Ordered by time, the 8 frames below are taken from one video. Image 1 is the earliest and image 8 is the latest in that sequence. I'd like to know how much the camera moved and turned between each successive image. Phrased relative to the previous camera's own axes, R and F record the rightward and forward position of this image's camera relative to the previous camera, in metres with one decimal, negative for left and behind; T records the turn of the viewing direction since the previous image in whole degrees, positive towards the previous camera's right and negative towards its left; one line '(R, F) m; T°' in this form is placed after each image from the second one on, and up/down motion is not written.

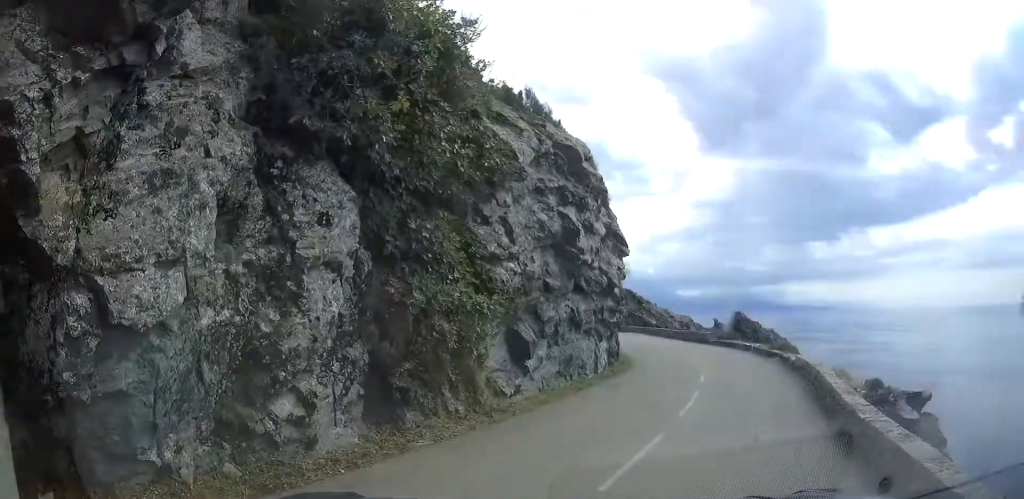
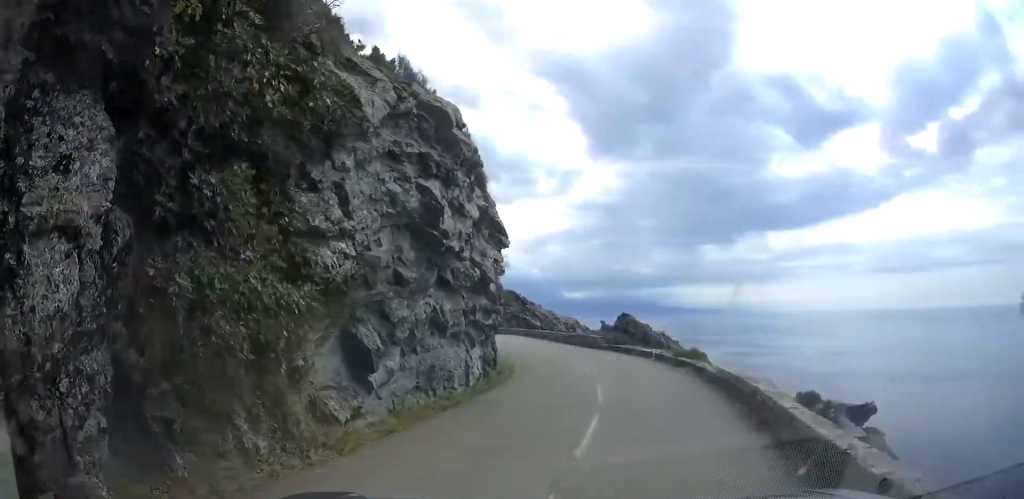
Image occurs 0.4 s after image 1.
(+0.6, +3.2) m; +7°
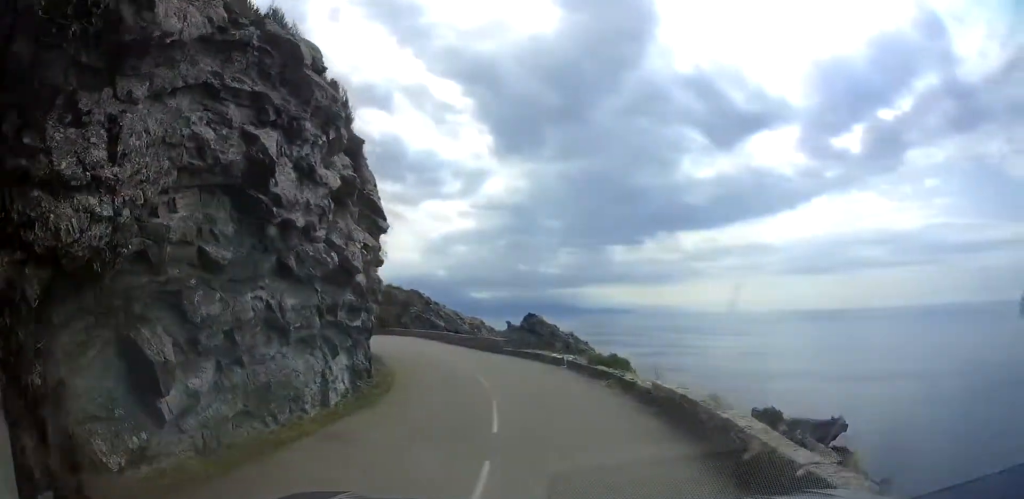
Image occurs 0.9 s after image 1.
(+0.3, +3.7) m; +8°
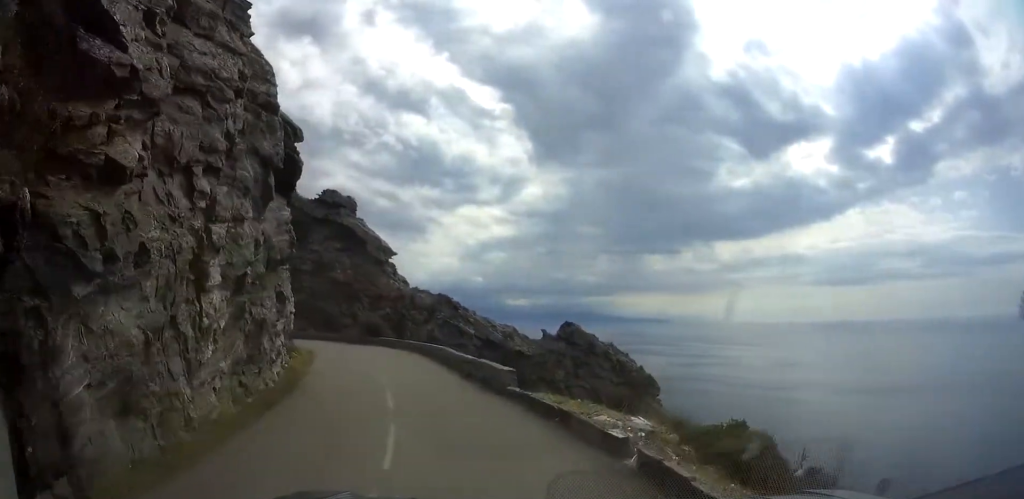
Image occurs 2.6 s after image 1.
(+0.7, +11.5) m; +2°
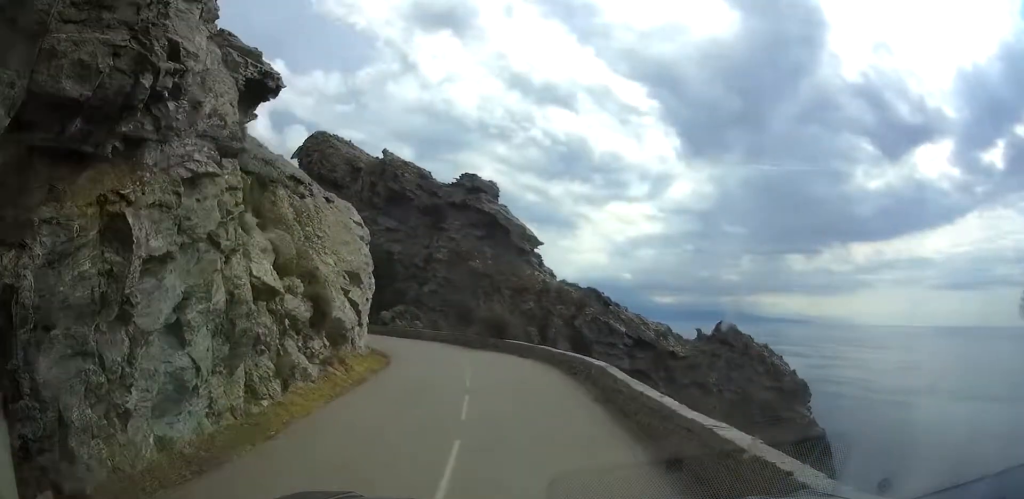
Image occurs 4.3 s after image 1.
(-0.2, +11.1) m; -5°
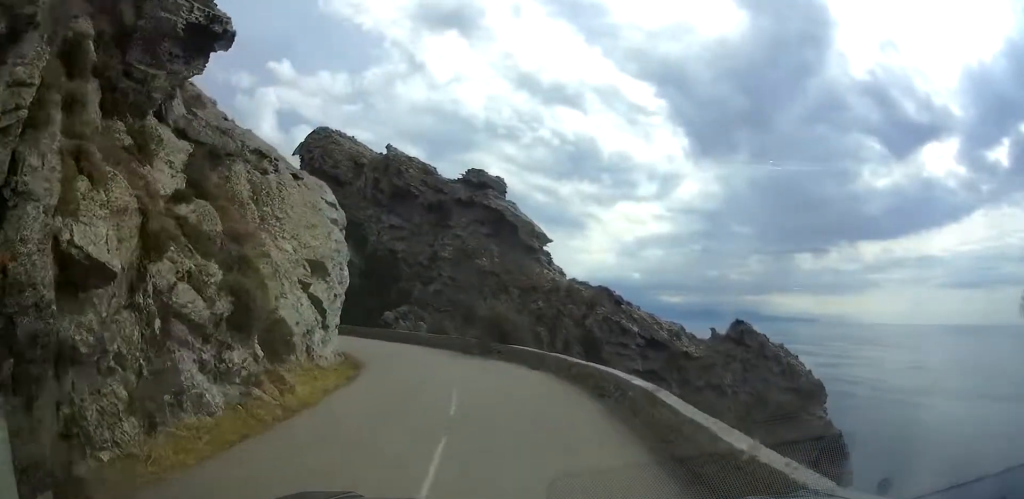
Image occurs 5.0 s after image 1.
(-0.1, +4.4) m; -6°
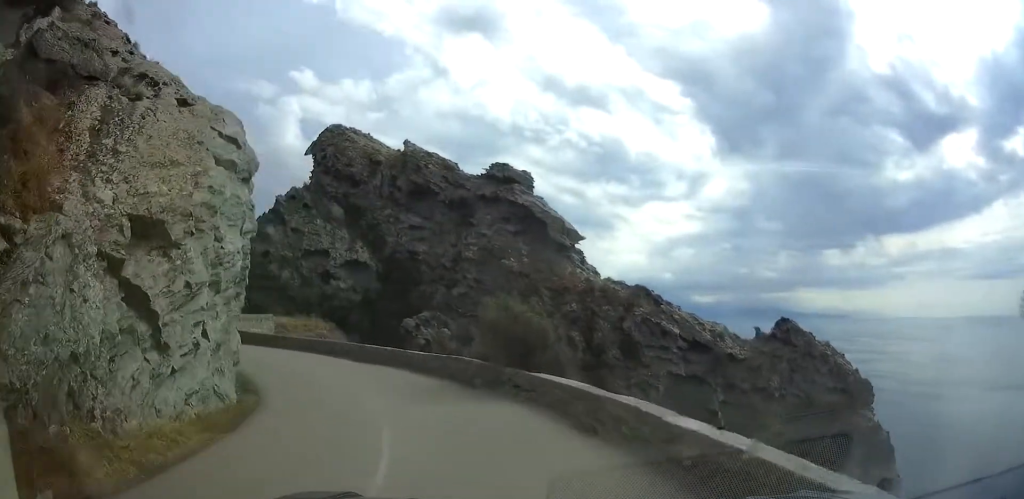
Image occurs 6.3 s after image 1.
(-1.0, +8.9) m; -11°
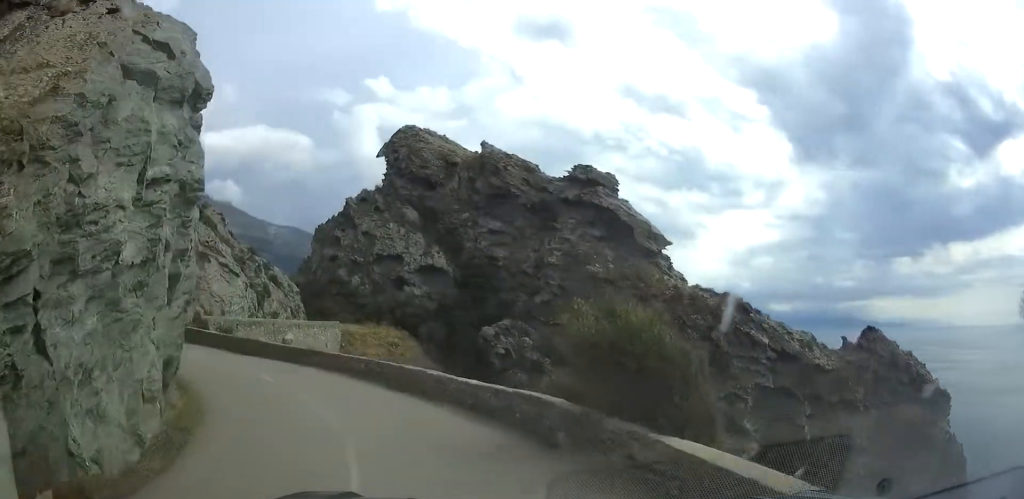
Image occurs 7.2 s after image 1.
(-0.2, +5.6) m; -10°
